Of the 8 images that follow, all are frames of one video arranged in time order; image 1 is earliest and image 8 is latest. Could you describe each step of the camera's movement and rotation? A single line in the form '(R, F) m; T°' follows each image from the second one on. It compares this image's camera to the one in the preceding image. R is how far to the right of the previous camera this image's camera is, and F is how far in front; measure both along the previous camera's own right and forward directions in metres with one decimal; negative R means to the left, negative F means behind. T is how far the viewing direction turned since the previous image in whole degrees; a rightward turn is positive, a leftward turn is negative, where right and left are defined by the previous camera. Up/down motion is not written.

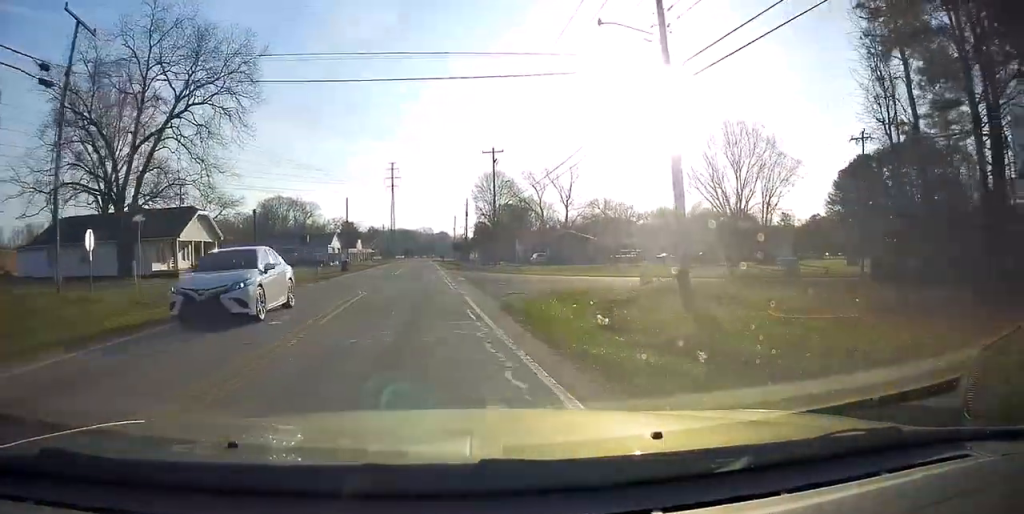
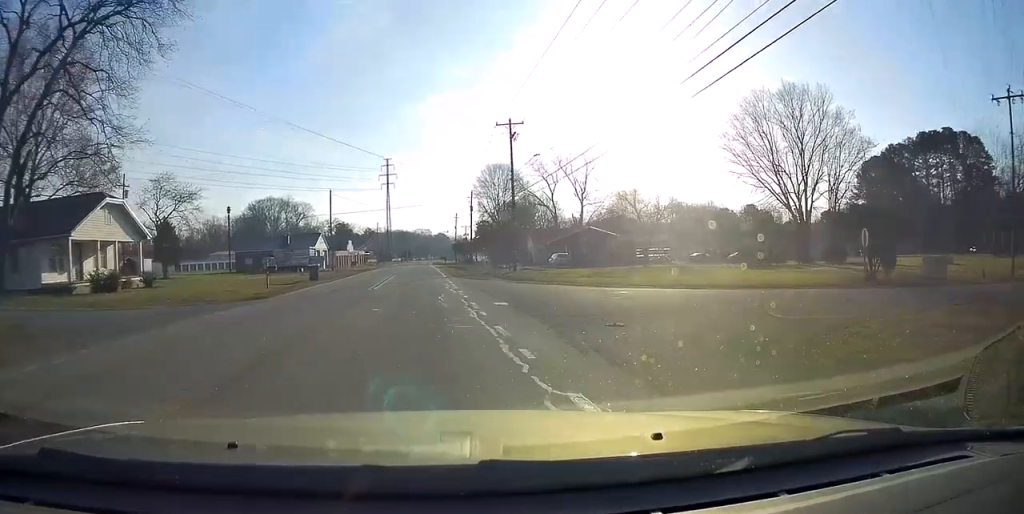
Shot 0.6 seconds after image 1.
(-0.4, +14.7) m; 0°
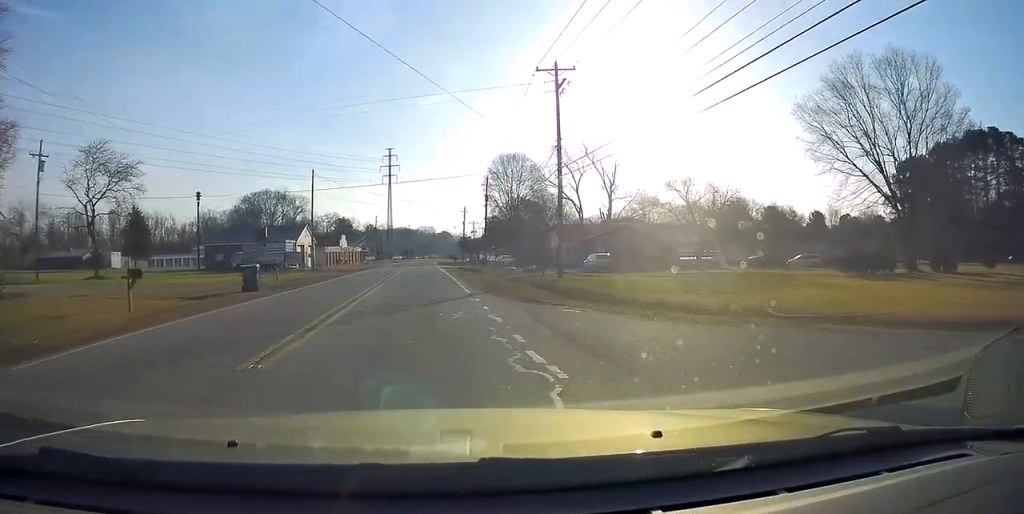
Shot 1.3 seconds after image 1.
(+0.2, +15.9) m; +1°
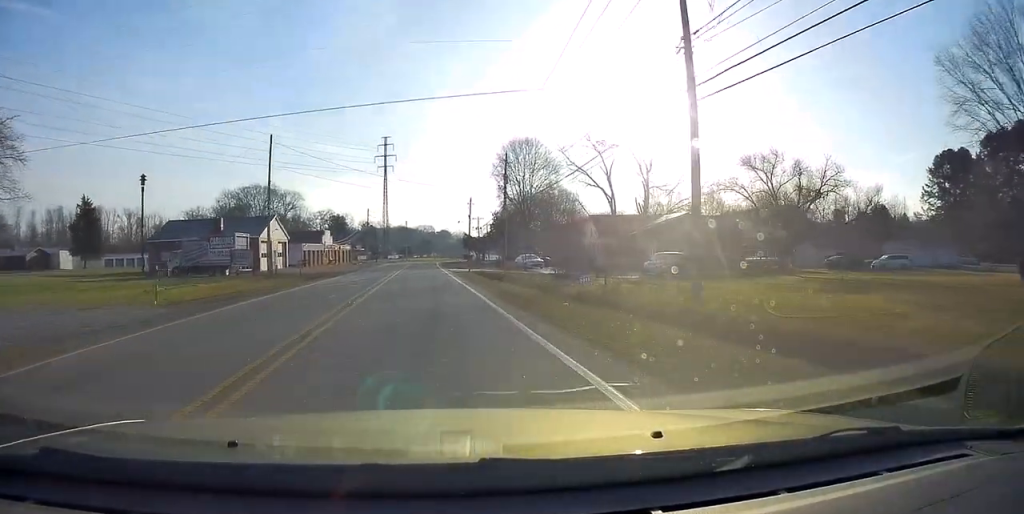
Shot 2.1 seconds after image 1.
(+0.2, +18.0) m; +1°
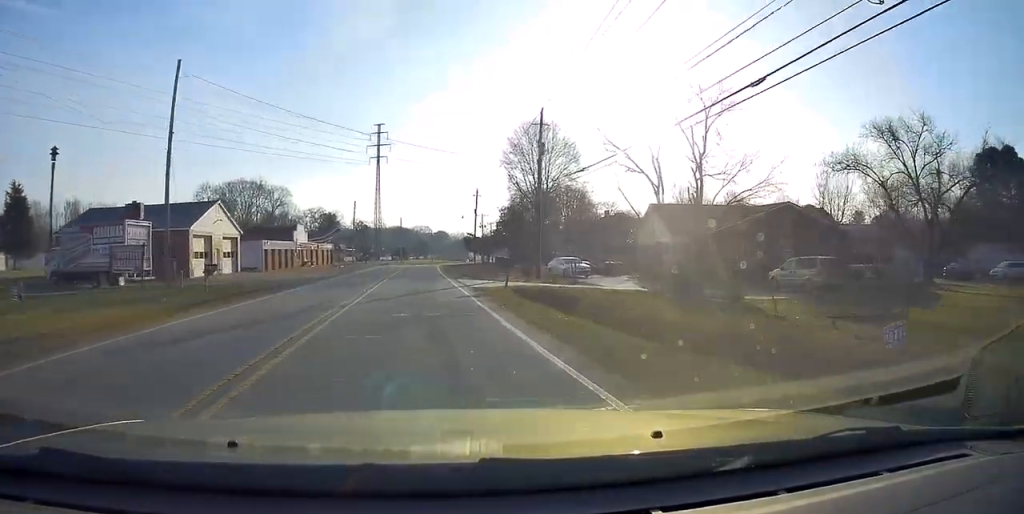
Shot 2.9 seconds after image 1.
(0.0, +18.5) m; 0°
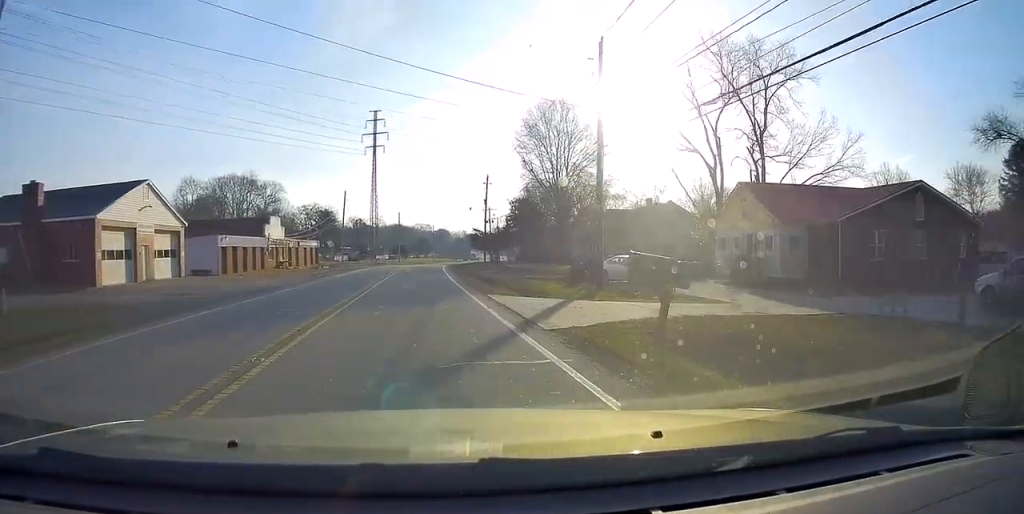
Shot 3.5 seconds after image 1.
(0.0, +13.8) m; -1°
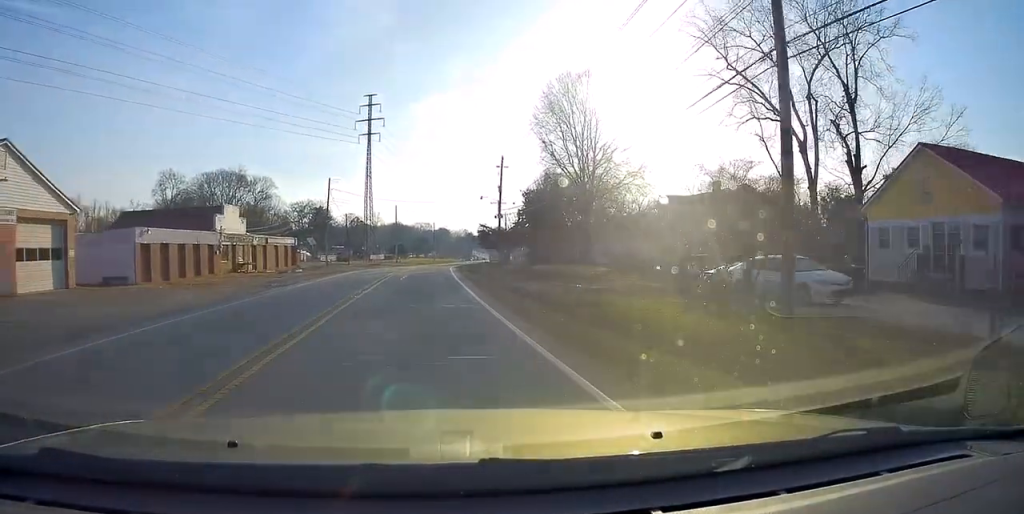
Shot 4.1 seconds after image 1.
(-0.1, +14.6) m; 0°
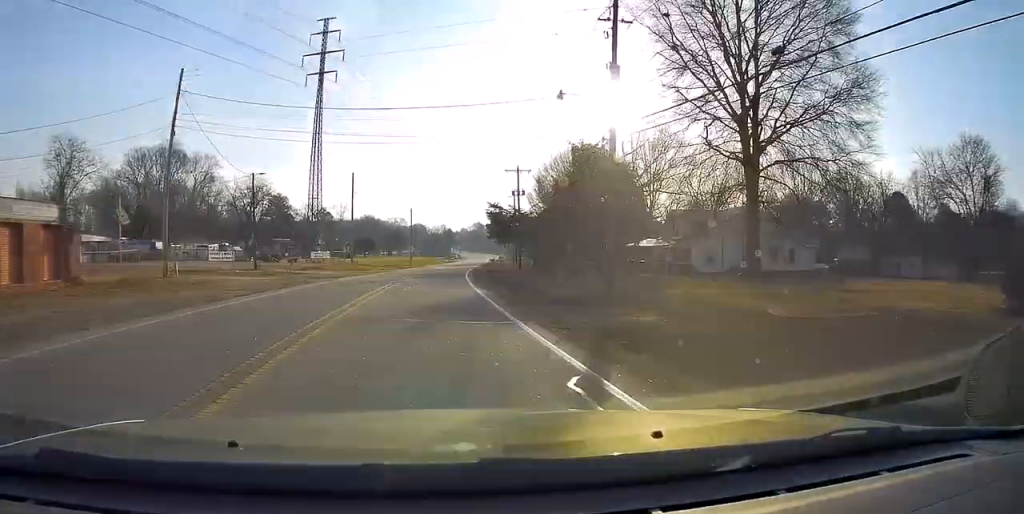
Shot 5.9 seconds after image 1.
(+0.3, +42.6) m; +3°
